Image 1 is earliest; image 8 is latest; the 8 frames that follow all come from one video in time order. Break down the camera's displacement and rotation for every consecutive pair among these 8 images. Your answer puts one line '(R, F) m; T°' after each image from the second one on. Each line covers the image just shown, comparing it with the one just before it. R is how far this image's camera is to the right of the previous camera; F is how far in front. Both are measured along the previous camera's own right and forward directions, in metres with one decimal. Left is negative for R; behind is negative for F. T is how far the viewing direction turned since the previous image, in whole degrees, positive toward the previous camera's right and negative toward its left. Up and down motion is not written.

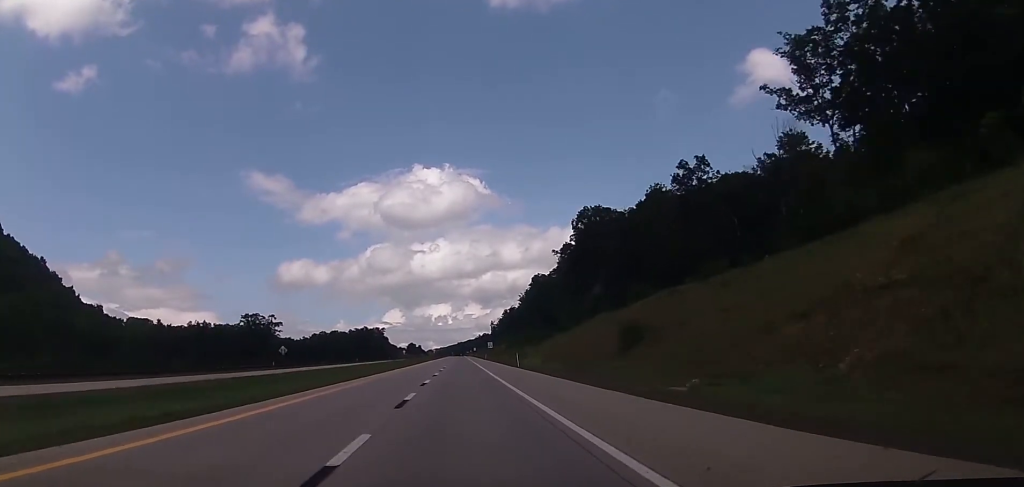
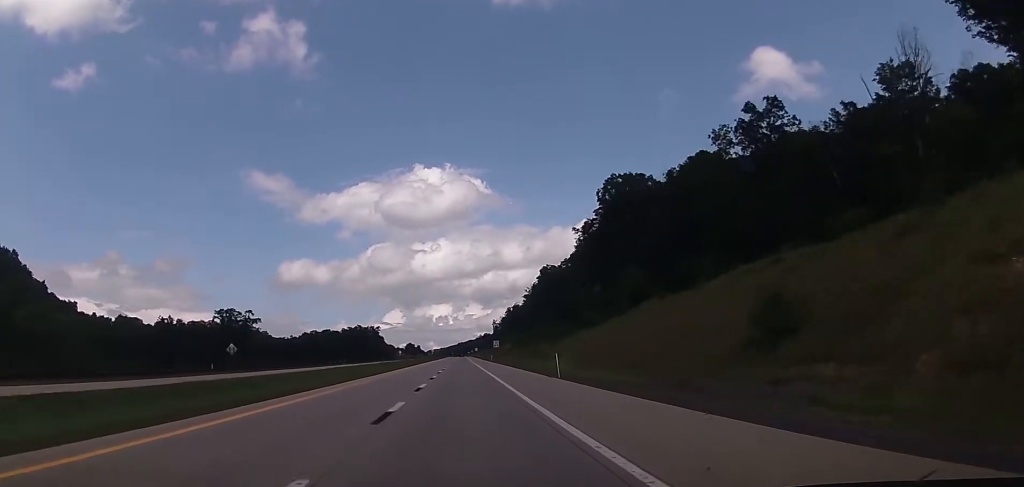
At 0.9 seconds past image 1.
(+0.3, +28.7) m; 0°
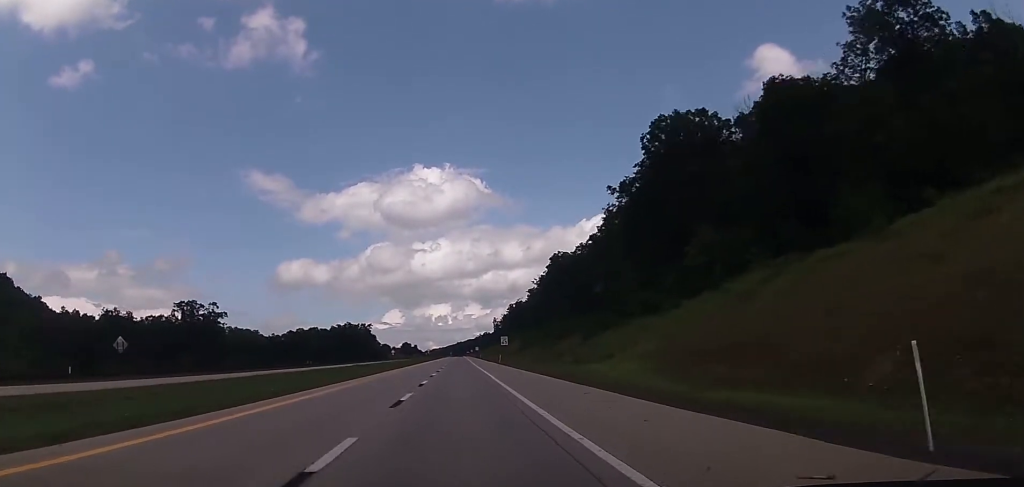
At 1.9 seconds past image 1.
(-0.2, +33.0) m; -1°
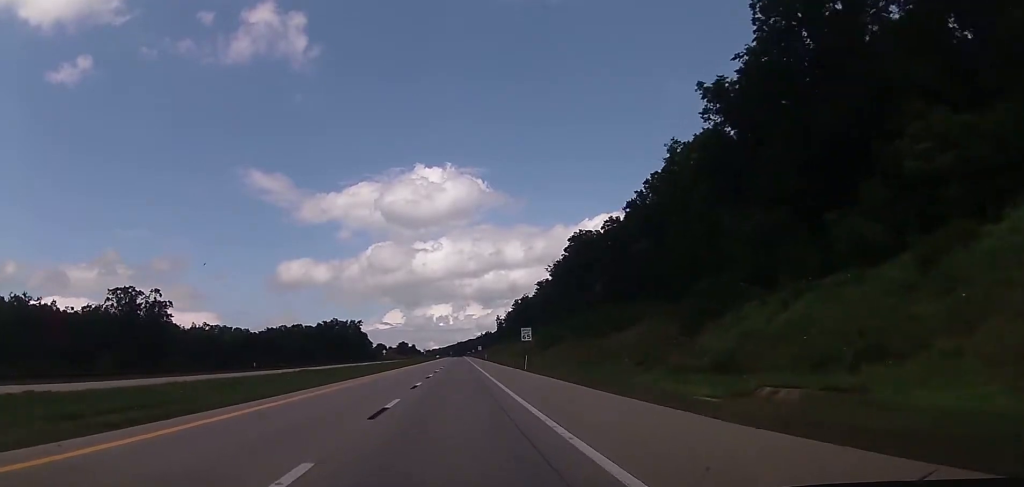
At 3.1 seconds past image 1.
(-0.1, +39.6) m; 0°
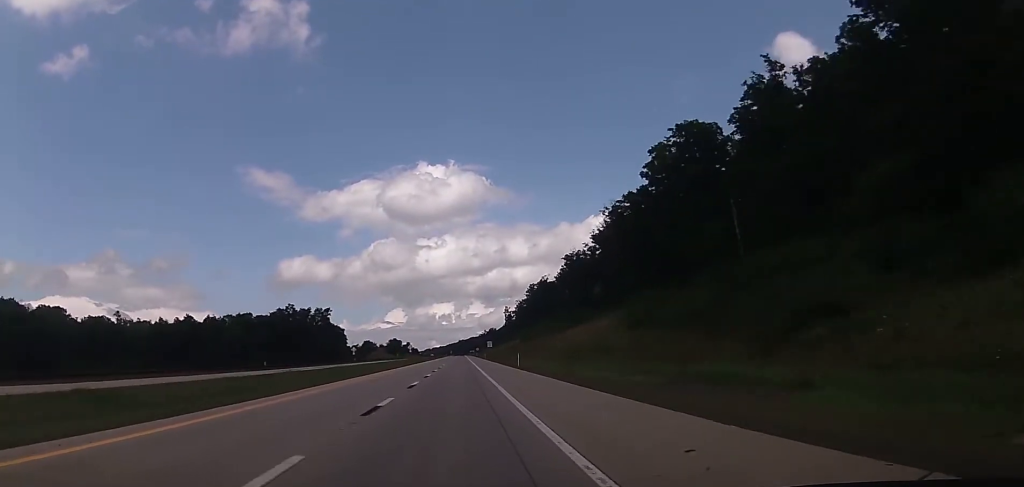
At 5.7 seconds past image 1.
(+0.1, +85.6) m; 0°
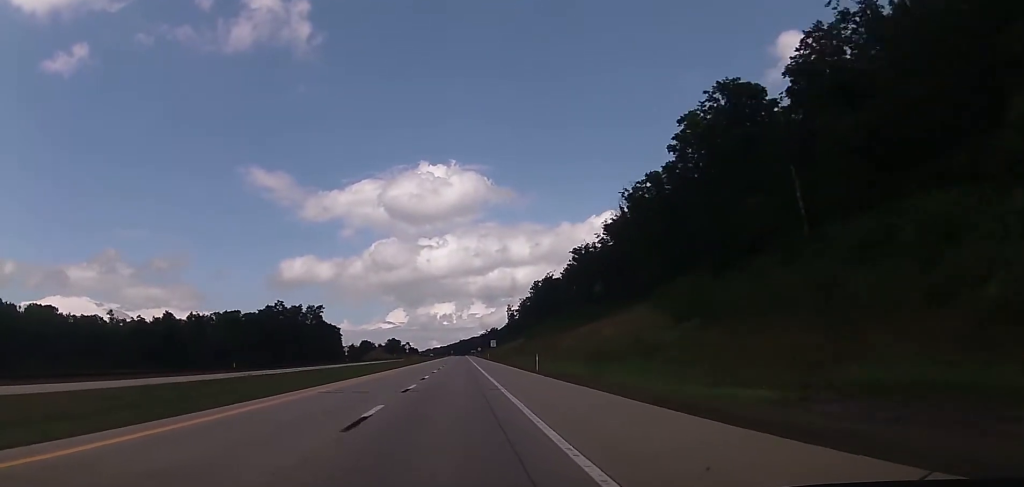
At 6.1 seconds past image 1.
(0.0, +15.4) m; 0°
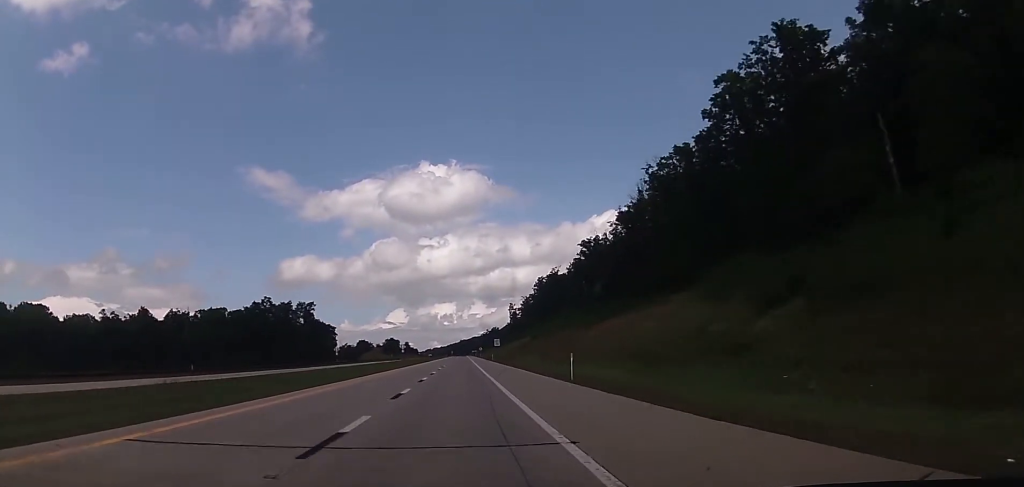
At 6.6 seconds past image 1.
(0.0, +15.4) m; 0°
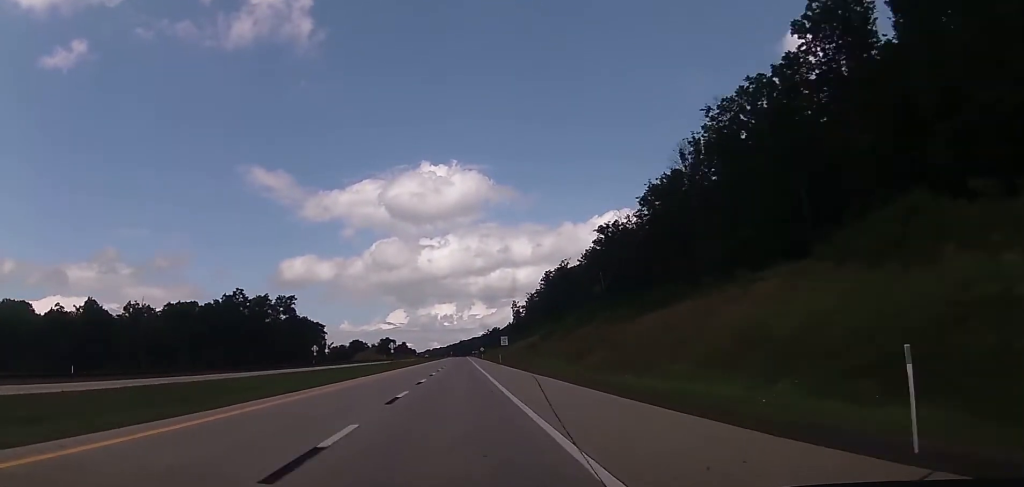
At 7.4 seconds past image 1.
(0.0, +26.4) m; 0°
